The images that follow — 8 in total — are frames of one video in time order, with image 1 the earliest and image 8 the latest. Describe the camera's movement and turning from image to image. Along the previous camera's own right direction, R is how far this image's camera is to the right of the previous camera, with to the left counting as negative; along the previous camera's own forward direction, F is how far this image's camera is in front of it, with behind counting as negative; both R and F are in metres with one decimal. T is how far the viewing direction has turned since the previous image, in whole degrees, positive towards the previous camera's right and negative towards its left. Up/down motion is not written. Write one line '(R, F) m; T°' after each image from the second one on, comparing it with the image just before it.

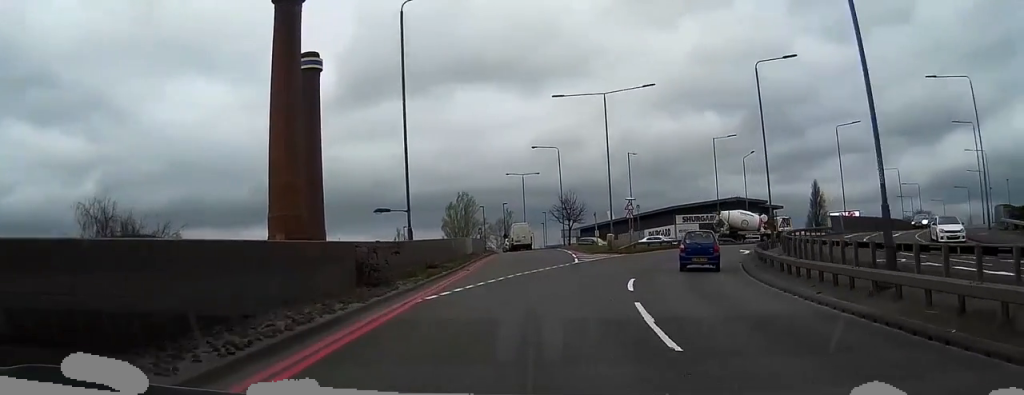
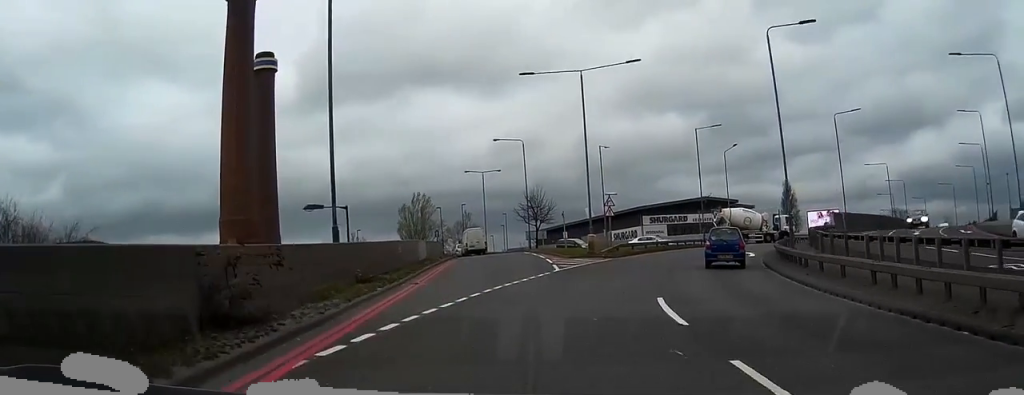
(+0.2, +7.5) m; +3°
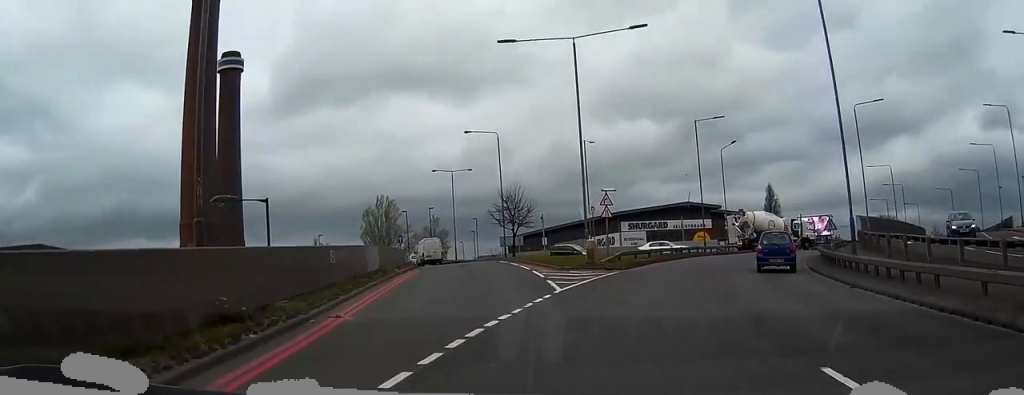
(+0.2, +8.3) m; +1°
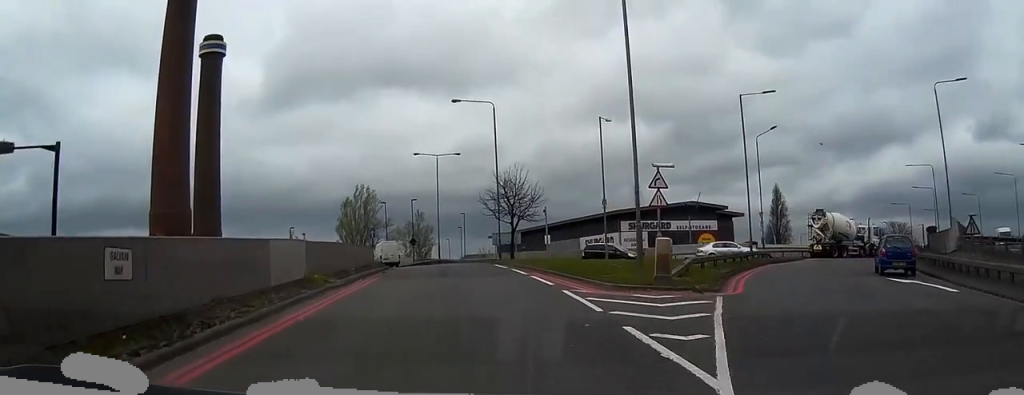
(+0.1, +12.2) m; 0°
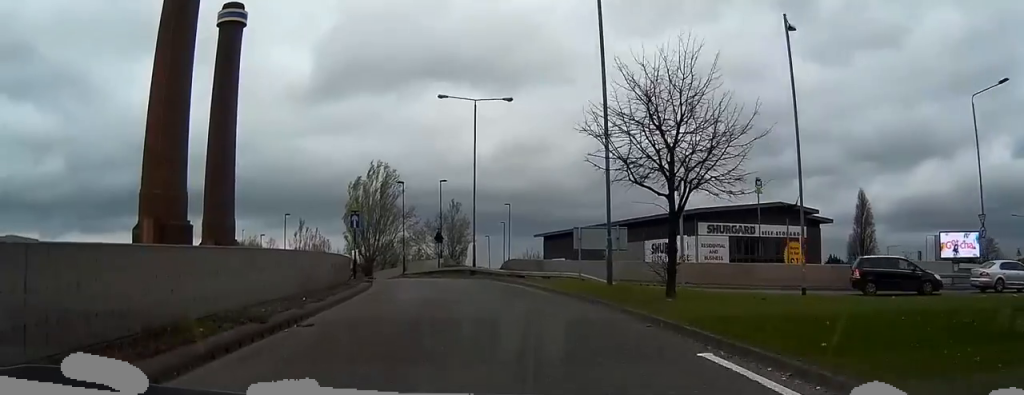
(-0.7, +25.6) m; -4°
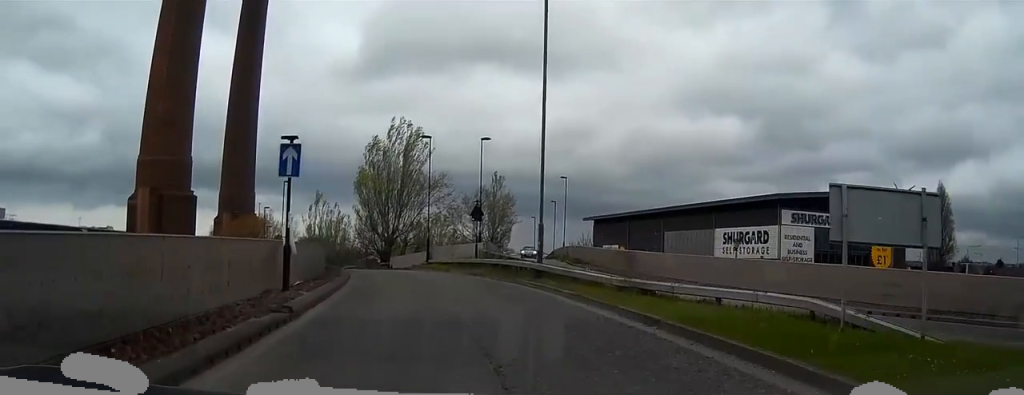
(-0.4, +17.9) m; -4°
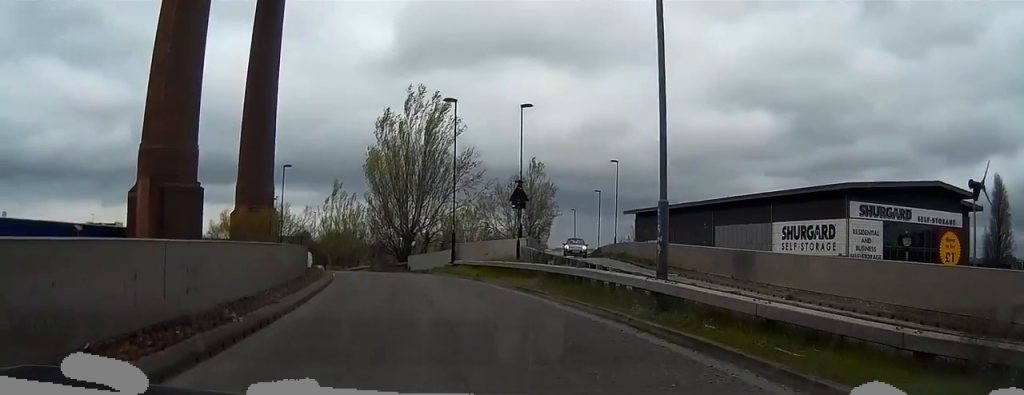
(-0.4, +11.3) m; -3°
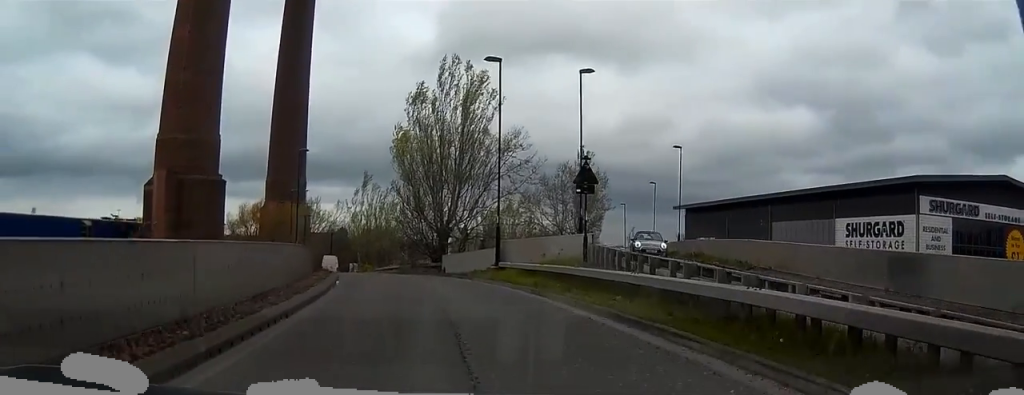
(0.0, +8.1) m; -3°
